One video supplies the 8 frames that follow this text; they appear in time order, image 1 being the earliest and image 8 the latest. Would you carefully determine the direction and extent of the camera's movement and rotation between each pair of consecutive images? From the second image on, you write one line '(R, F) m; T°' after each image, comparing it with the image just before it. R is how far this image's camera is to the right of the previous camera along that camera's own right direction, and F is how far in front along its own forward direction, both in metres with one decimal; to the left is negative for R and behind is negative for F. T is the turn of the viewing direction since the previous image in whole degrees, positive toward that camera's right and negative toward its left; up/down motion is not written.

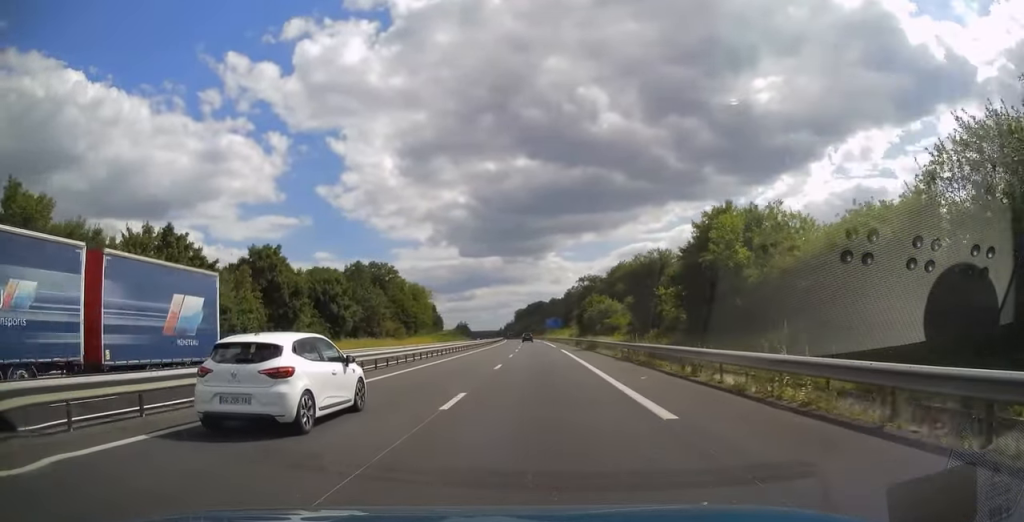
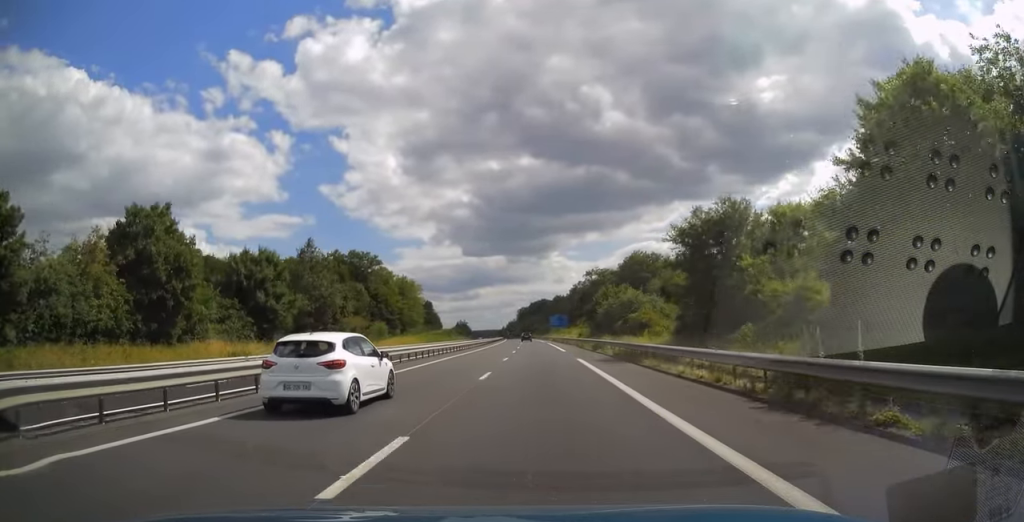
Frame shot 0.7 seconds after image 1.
(0.0, +19.2) m; 0°
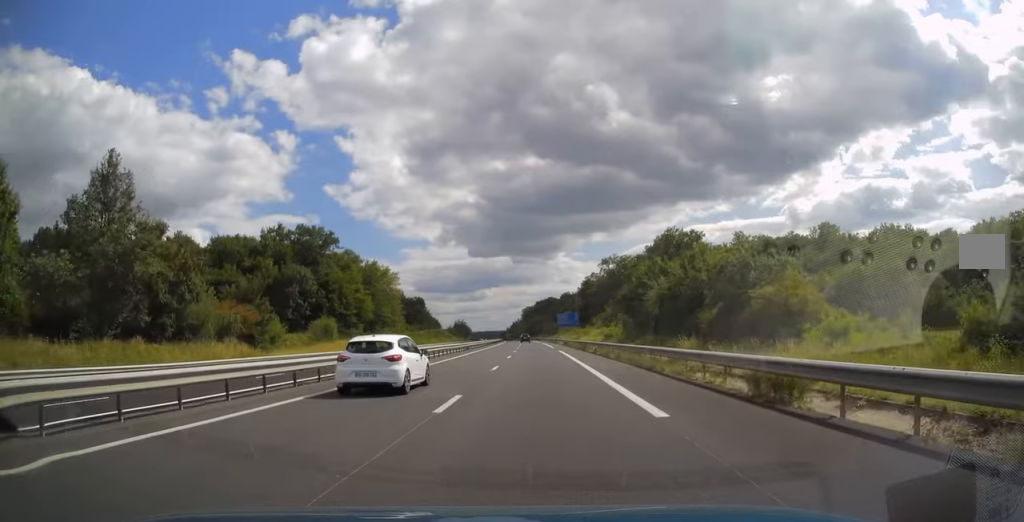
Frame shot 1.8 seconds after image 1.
(-0.2, +33.4) m; -1°
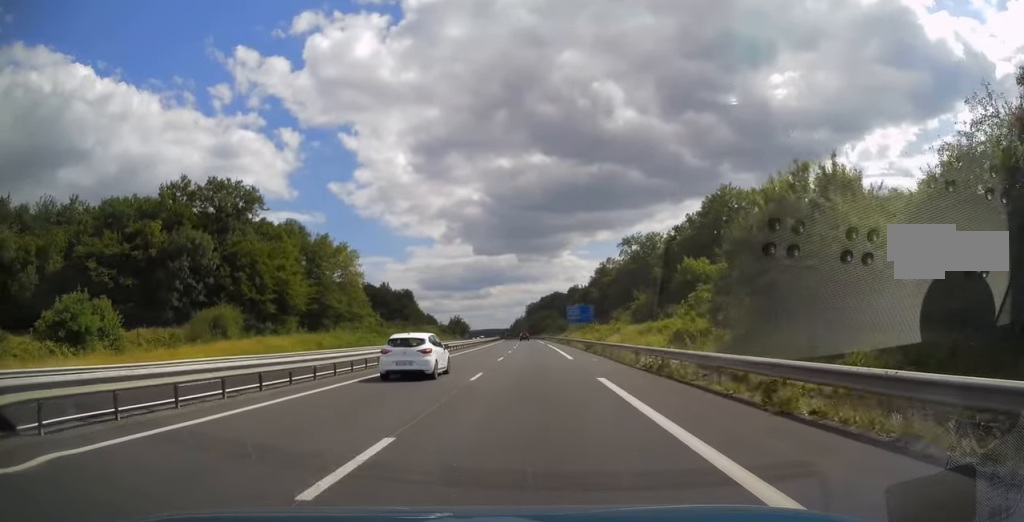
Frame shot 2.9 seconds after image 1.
(-0.1, +31.9) m; -1°
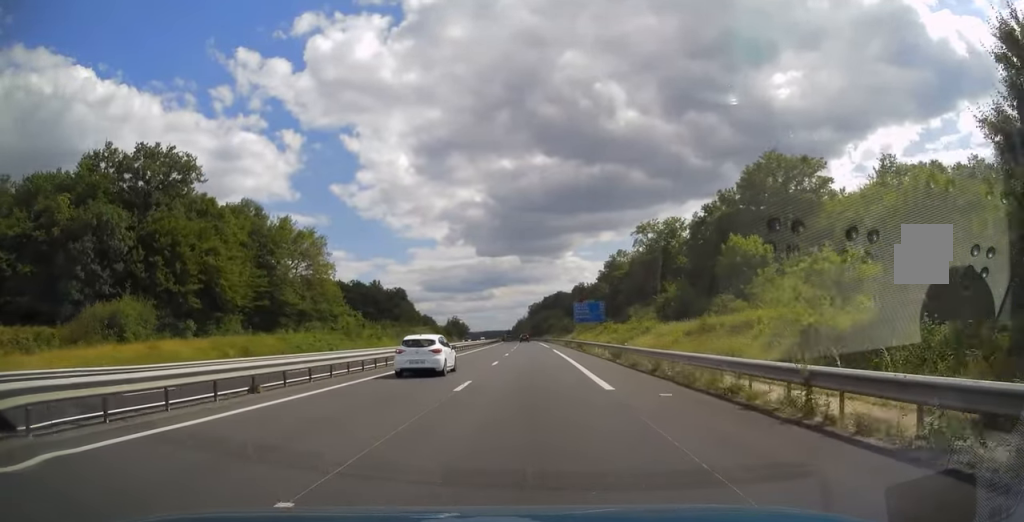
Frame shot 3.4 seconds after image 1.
(0.0, +16.2) m; 0°
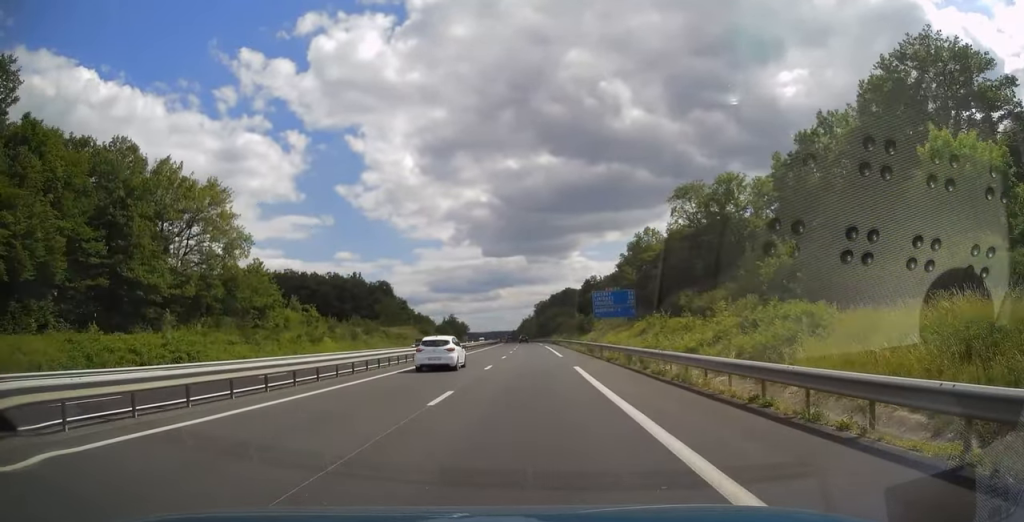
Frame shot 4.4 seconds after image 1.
(-0.3, +29.0) m; -1°
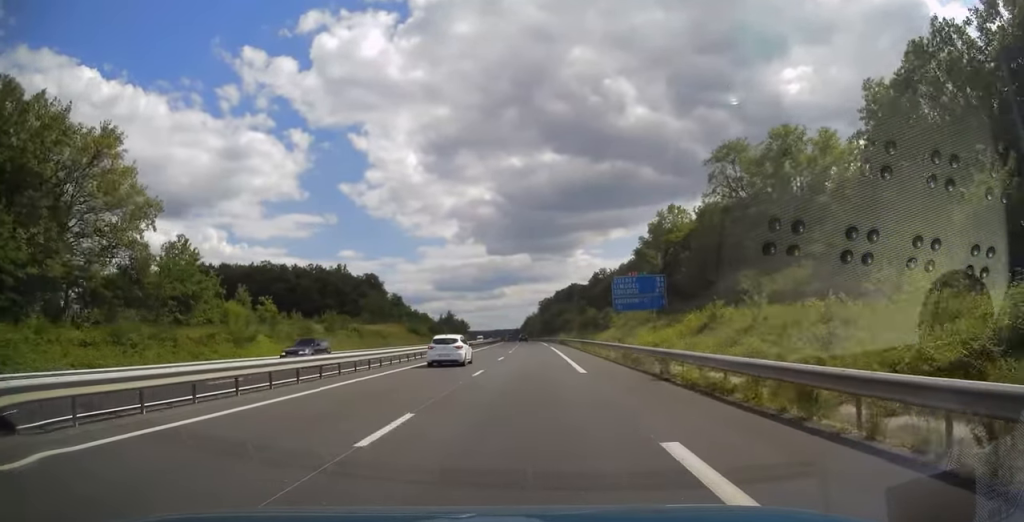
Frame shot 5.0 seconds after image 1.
(0.0, +17.7) m; 0°
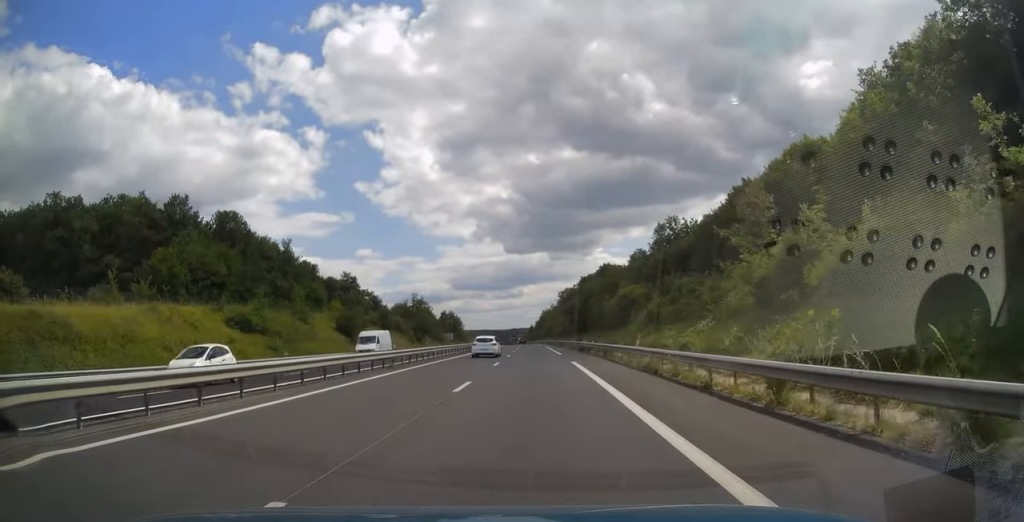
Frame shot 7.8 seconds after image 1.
(-1.5, +84.2) m; -2°
